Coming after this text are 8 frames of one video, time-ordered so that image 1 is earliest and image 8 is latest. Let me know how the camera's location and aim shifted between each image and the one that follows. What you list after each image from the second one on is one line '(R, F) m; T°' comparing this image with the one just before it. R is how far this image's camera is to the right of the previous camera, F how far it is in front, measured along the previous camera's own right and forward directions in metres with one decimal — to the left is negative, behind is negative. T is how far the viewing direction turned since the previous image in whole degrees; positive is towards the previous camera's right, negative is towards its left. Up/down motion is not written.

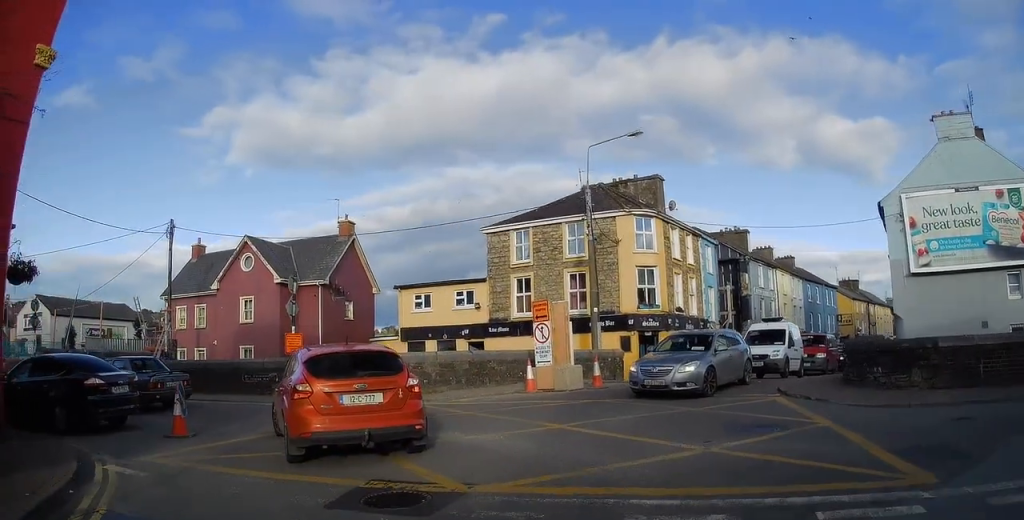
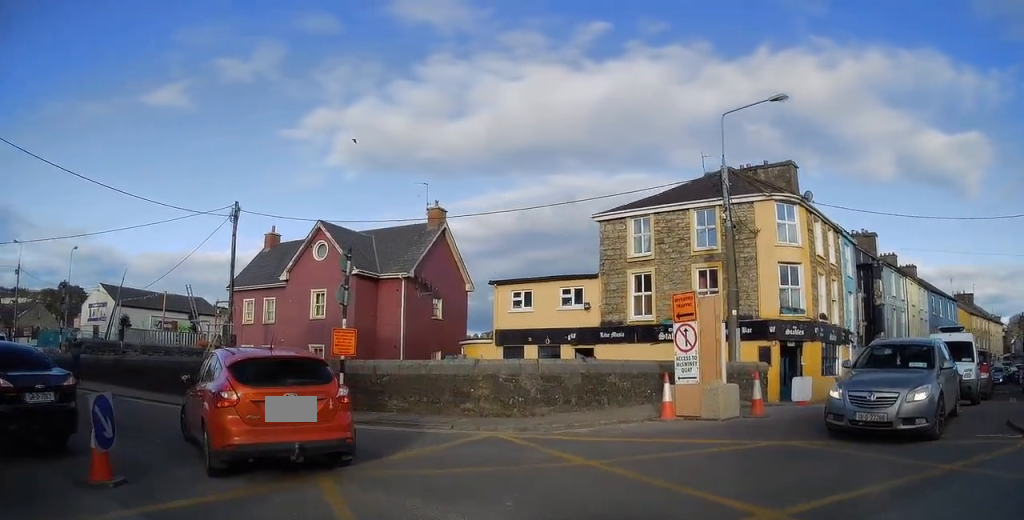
(0.0, +6.7) m; -1°
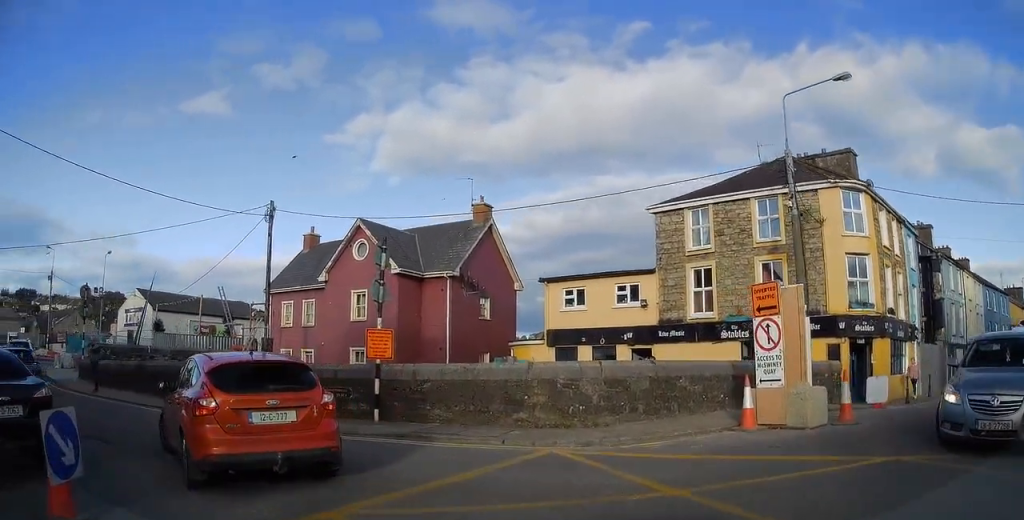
(0.0, +1.6) m; -2°
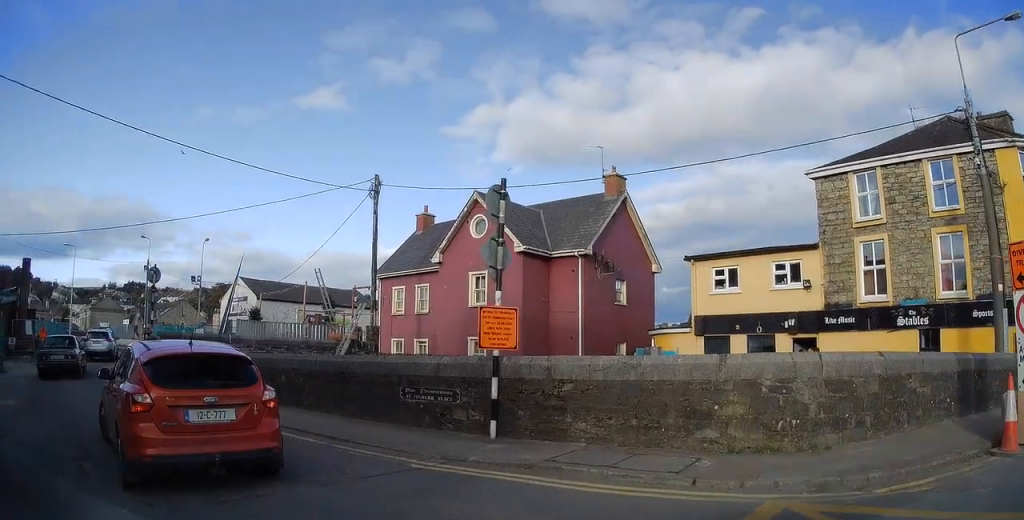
(-0.3, +3.2) m; -20°
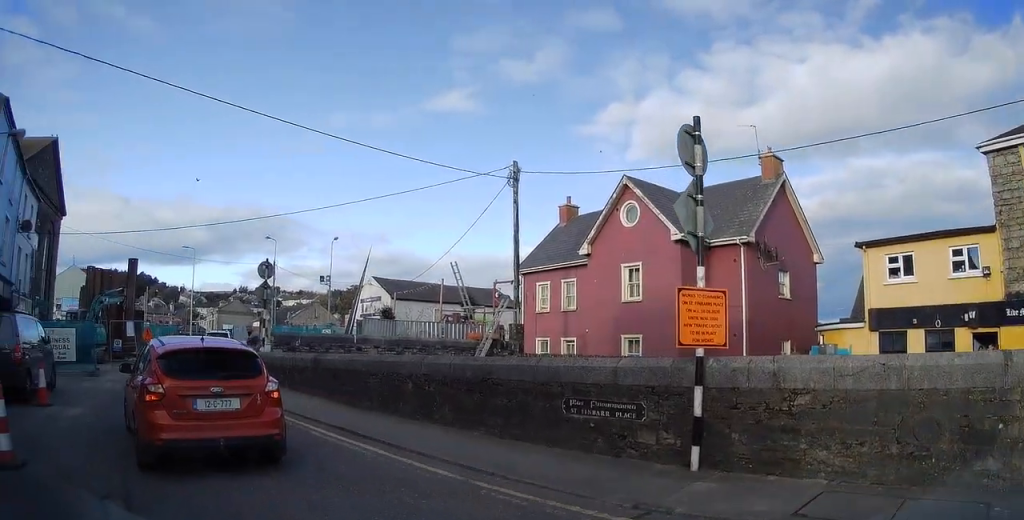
(-0.5, +2.5) m; -30°
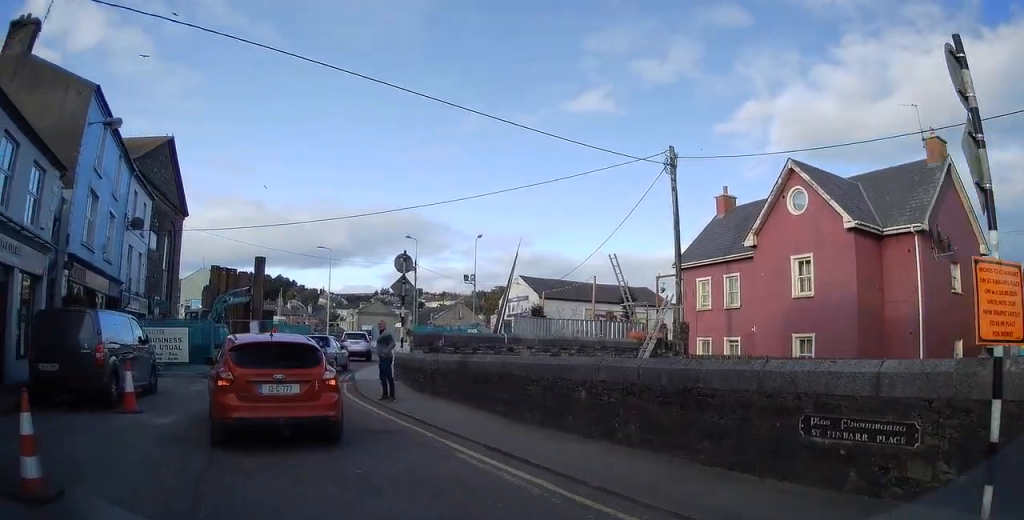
(-0.8, +2.4) m; -21°
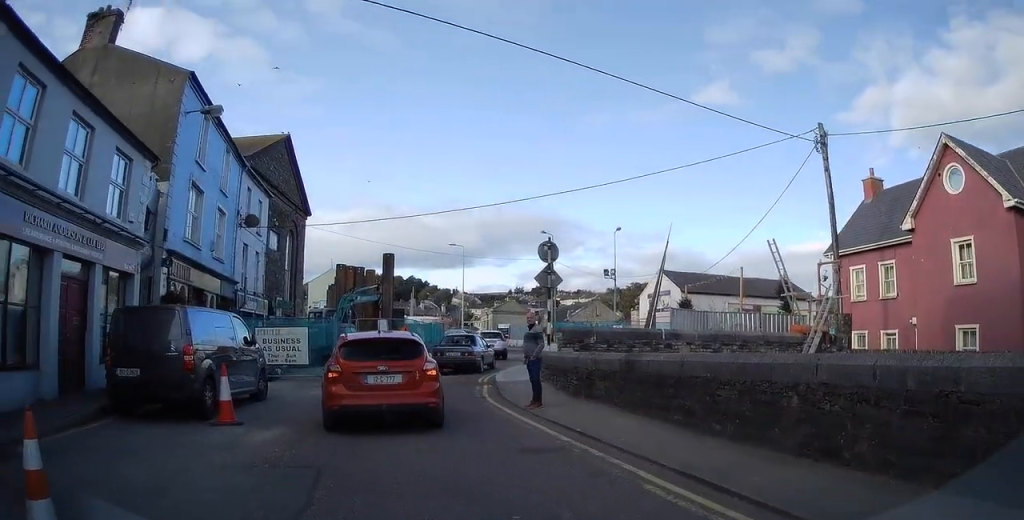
(-0.4, +2.5) m; -11°
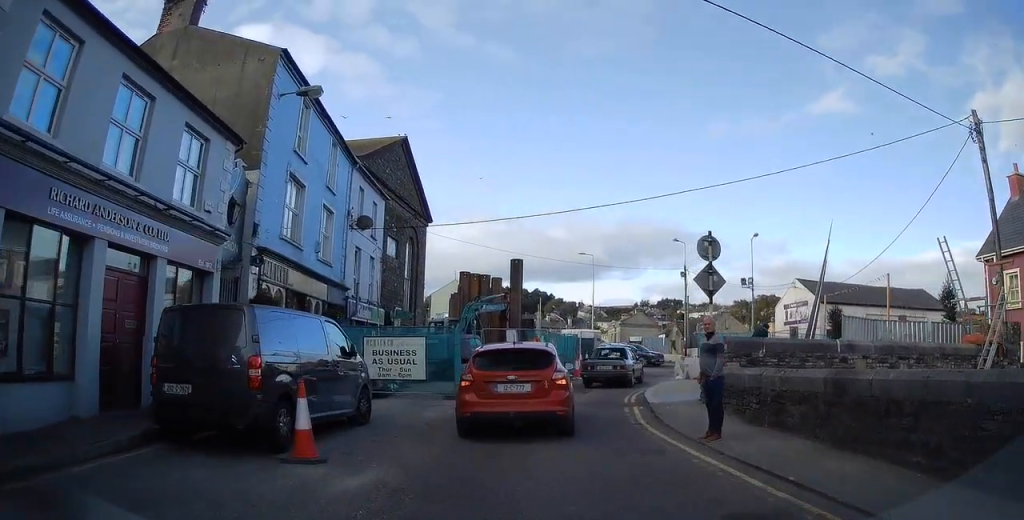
(-0.1, +3.2) m; -6°
